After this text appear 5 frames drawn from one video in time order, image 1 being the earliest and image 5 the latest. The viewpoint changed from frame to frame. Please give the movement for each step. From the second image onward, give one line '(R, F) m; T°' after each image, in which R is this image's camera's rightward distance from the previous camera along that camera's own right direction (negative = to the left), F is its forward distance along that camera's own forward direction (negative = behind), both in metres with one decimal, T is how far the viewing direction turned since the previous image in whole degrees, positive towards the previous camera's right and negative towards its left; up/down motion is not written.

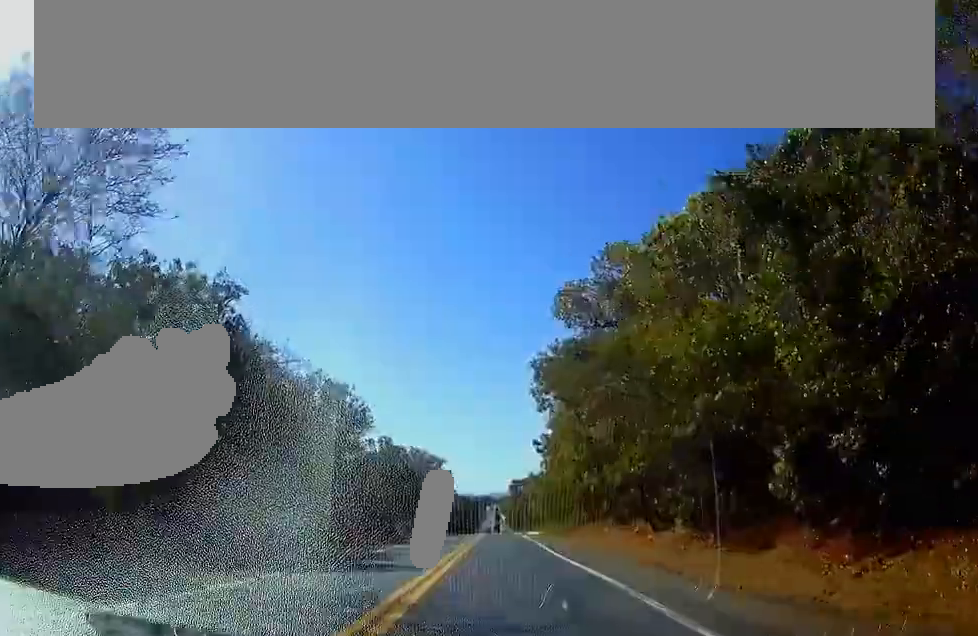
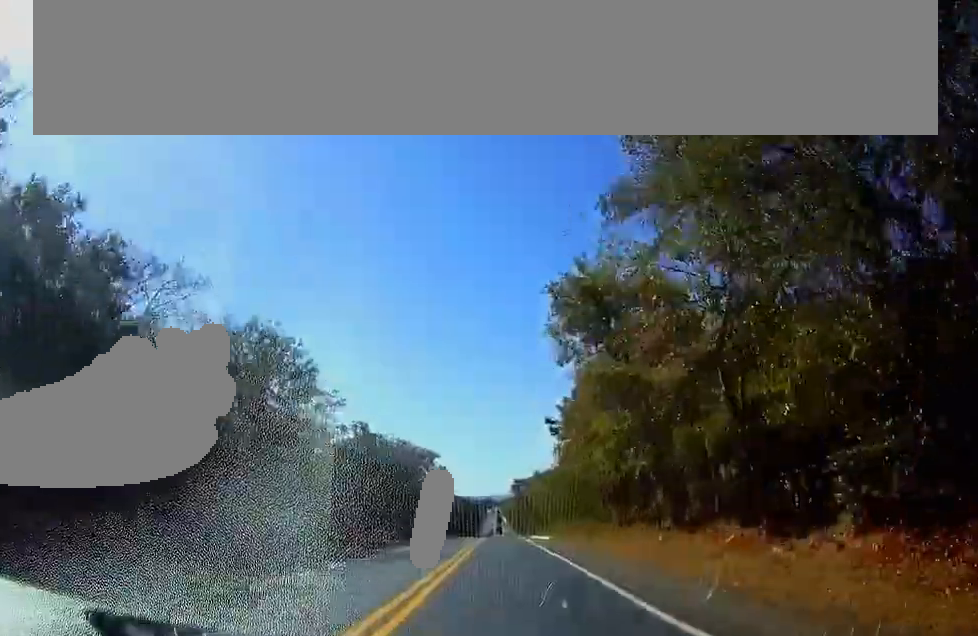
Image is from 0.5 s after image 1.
(0.0, +17.0) m; 0°
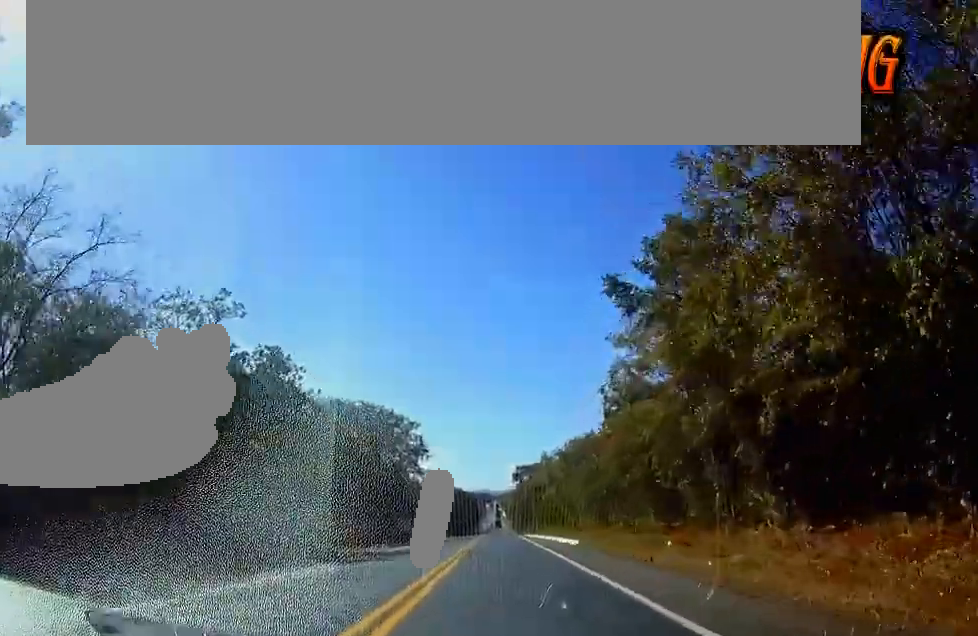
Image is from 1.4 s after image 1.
(-0.1, +30.7) m; 0°
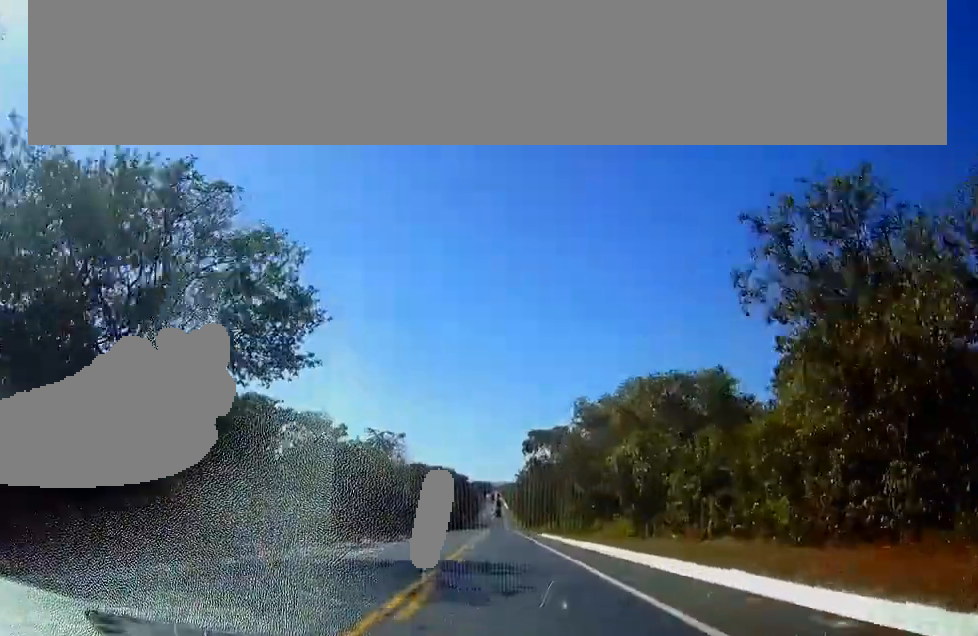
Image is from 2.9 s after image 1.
(+1.3, +52.3) m; -1°
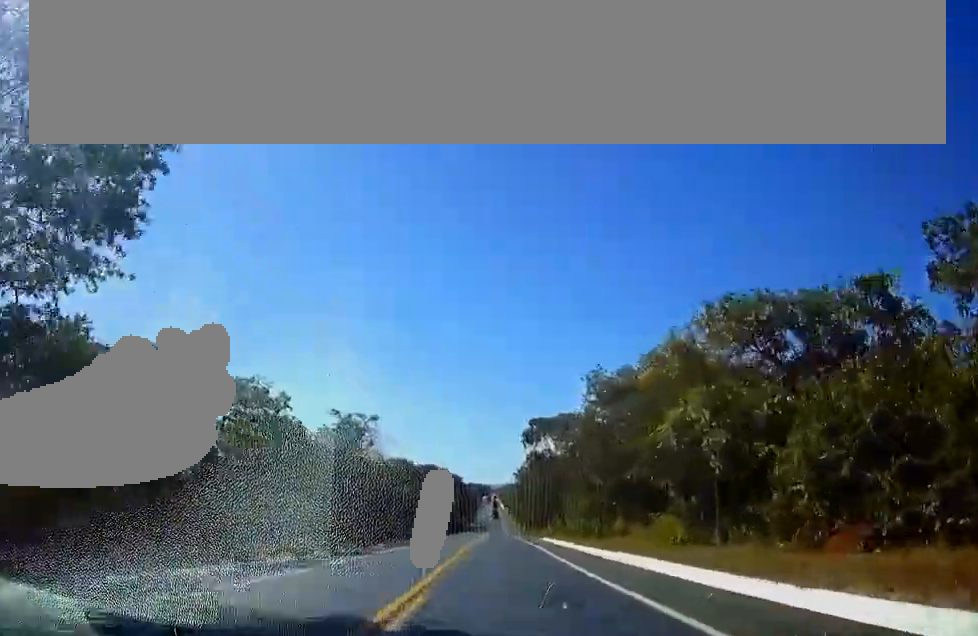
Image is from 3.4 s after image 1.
(-0.9, +14.7) m; -1°
